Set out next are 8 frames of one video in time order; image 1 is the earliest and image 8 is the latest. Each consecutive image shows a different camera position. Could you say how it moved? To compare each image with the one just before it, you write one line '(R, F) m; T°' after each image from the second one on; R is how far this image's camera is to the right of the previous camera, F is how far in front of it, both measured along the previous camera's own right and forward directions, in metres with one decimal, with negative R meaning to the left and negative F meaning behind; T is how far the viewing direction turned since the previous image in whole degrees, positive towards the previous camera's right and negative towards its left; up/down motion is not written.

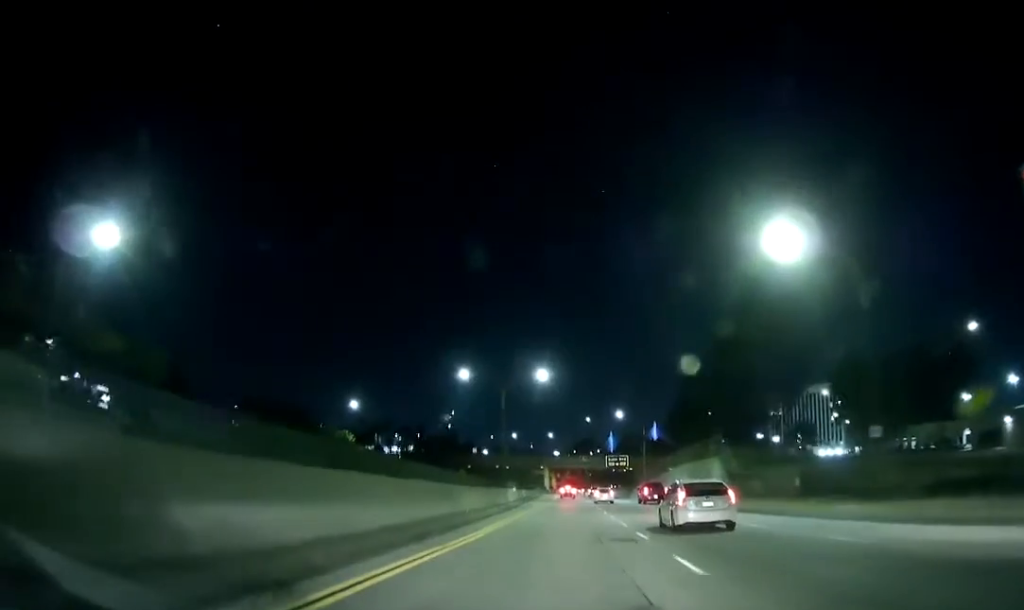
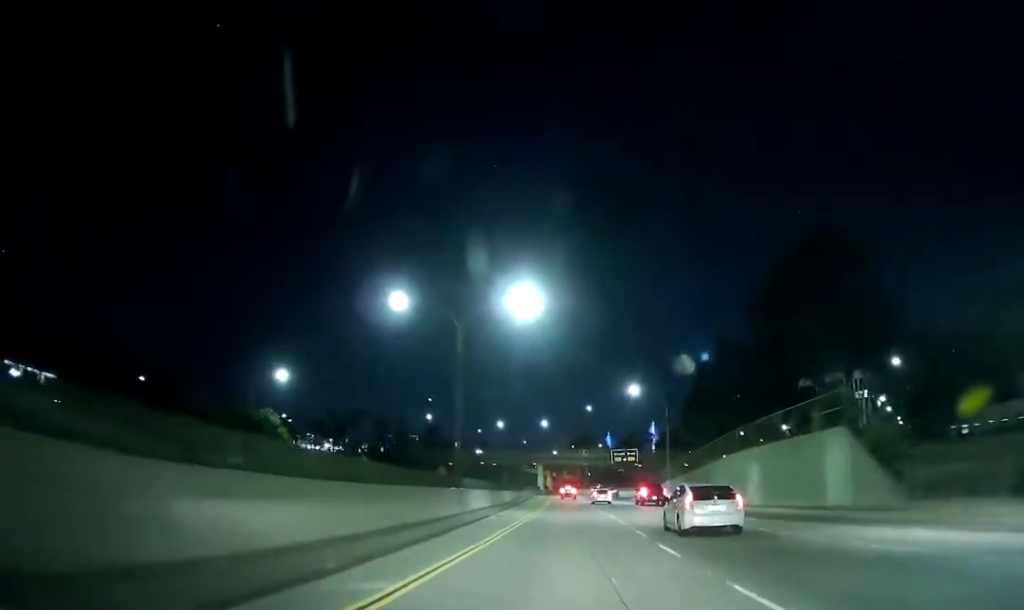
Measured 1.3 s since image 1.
(0.0, +25.6) m; +1°
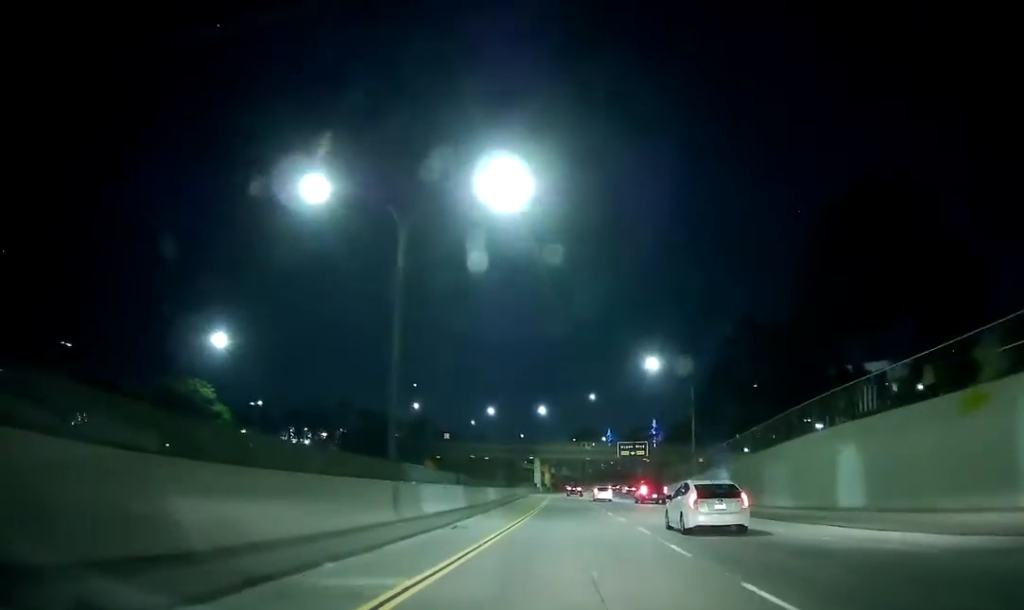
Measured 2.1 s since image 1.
(+0.1, +15.4) m; 0°
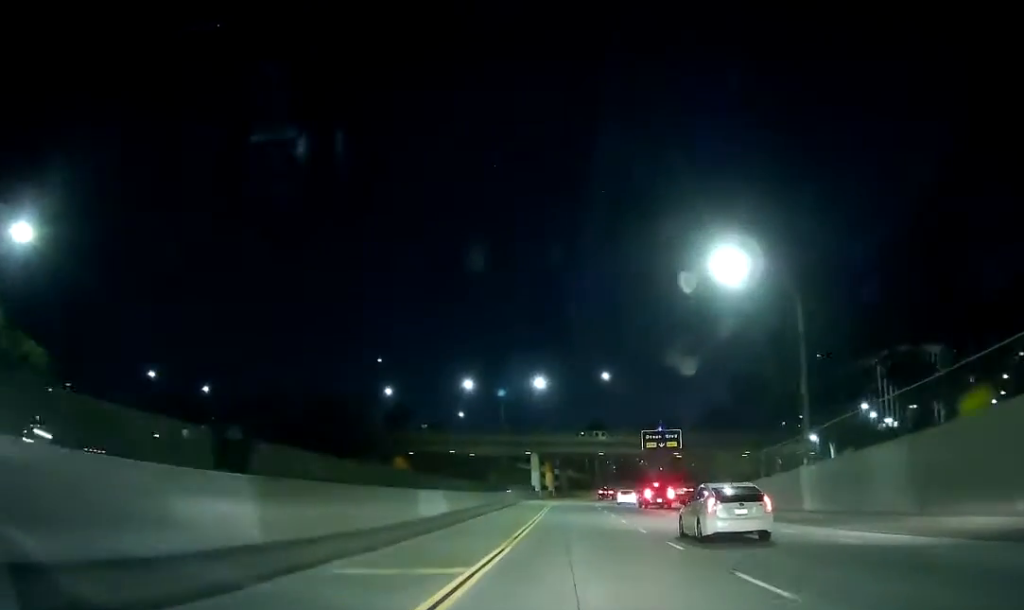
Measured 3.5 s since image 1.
(0.0, +28.5) m; 0°
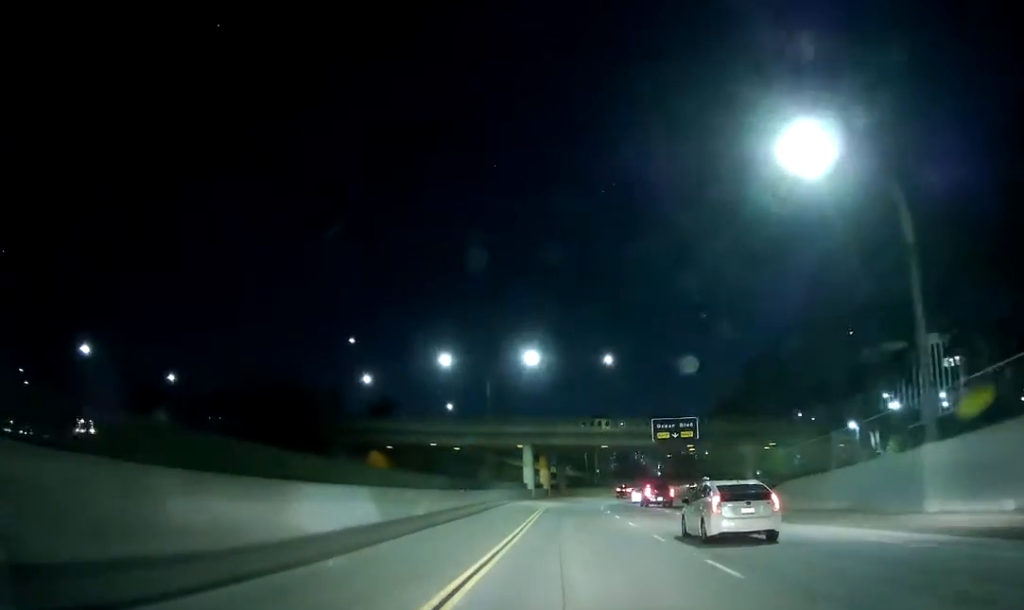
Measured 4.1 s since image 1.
(-0.1, +13.0) m; +1°
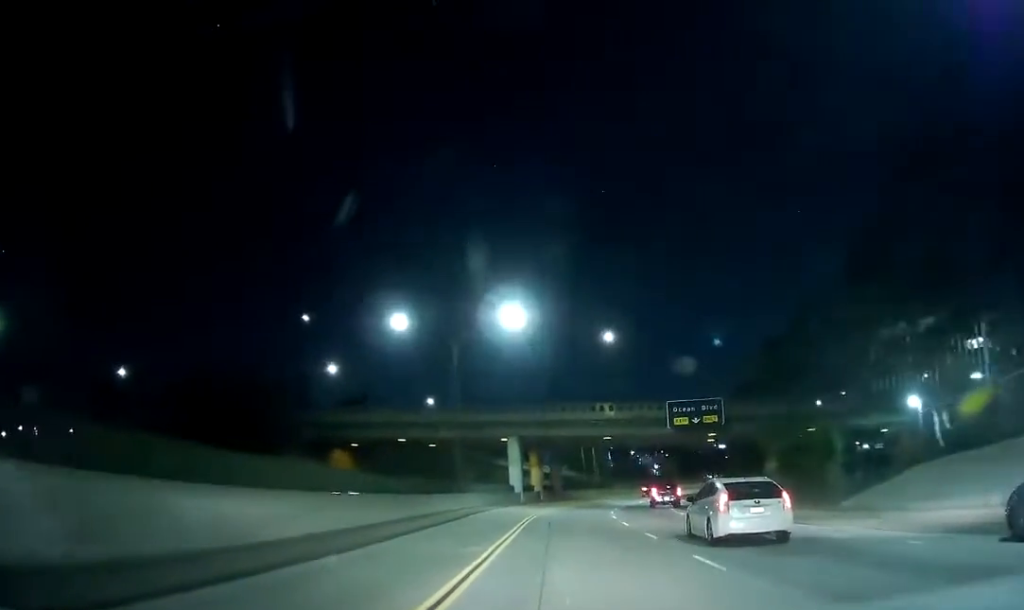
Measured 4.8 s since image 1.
(+0.1, +15.0) m; +1°
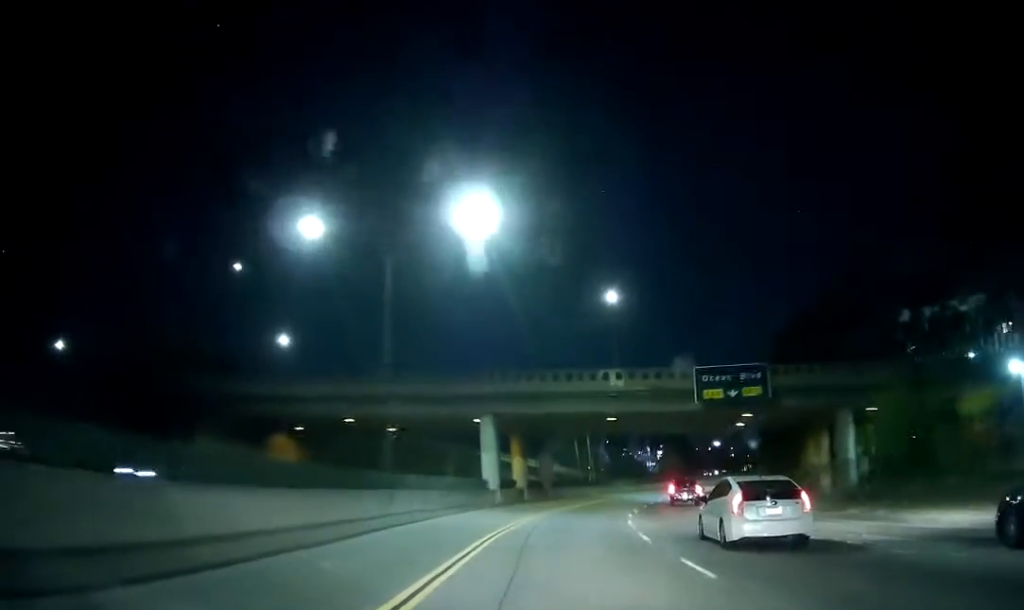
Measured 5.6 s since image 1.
(+0.1, +15.6) m; +1°
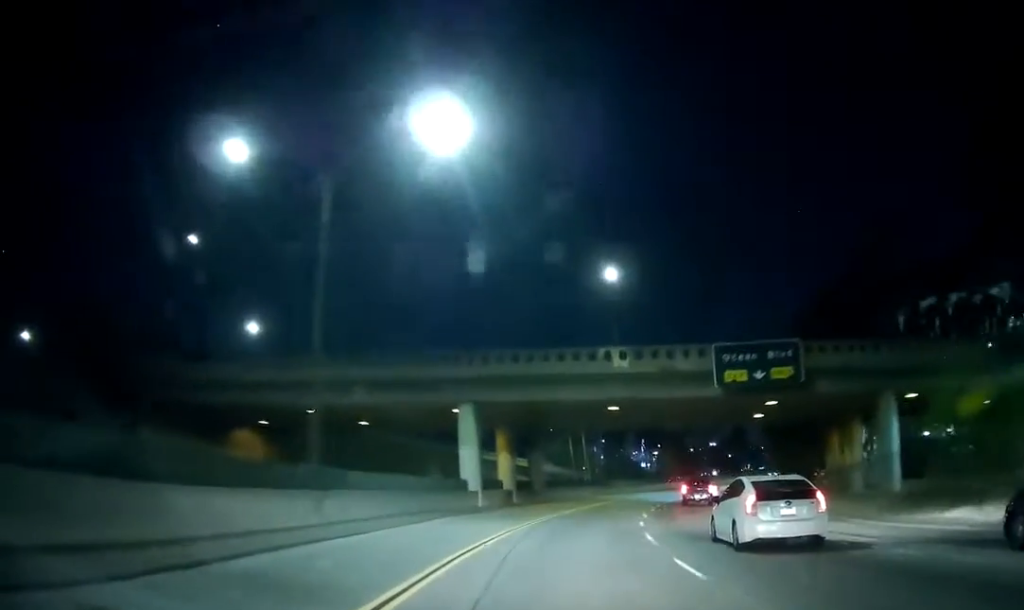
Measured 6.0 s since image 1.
(-0.1, +8.0) m; 0°
